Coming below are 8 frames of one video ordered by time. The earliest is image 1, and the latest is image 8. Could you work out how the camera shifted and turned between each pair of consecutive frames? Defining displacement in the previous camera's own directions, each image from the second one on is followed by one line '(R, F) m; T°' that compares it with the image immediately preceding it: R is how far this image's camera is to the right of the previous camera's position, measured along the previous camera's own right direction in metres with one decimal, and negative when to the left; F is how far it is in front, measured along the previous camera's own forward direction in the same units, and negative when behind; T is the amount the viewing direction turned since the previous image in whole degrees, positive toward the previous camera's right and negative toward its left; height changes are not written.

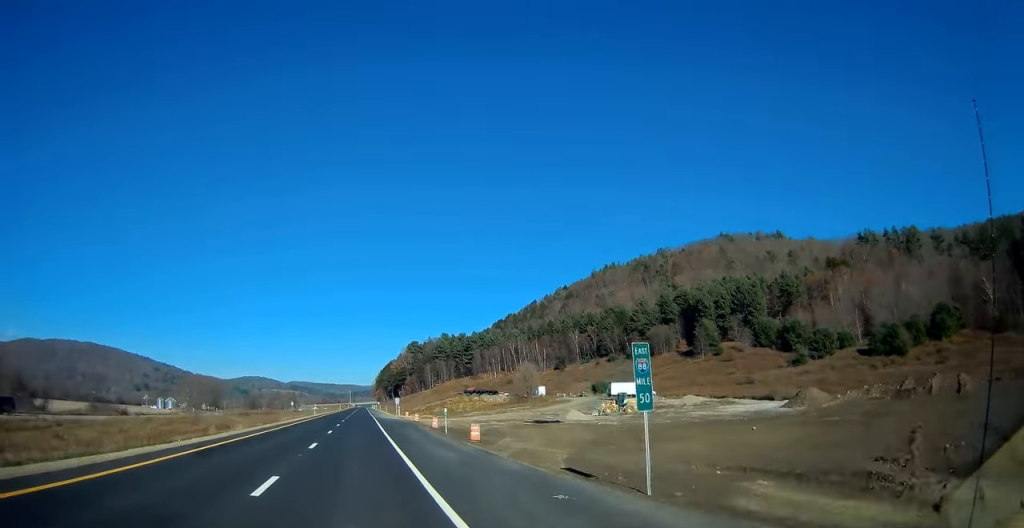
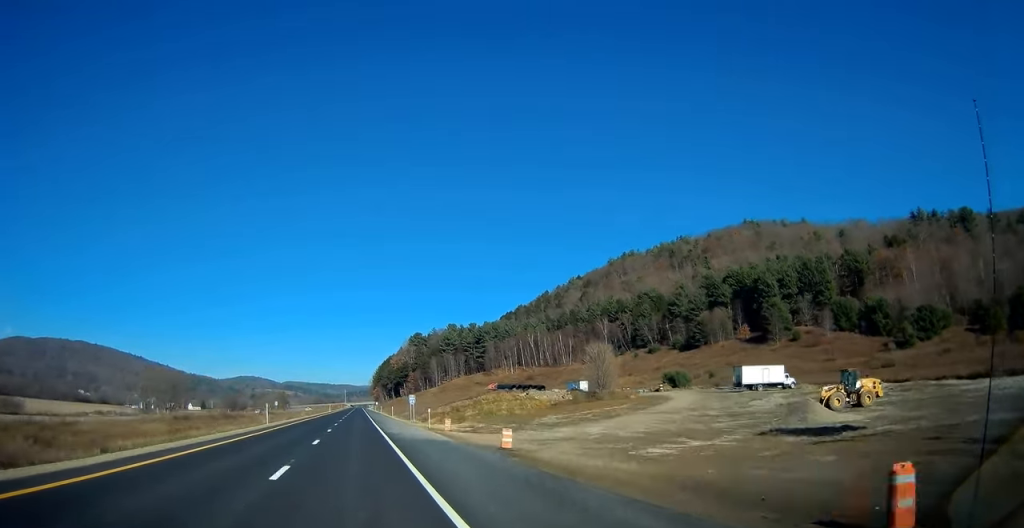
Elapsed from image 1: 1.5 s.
(+0.1, +46.6) m; 0°
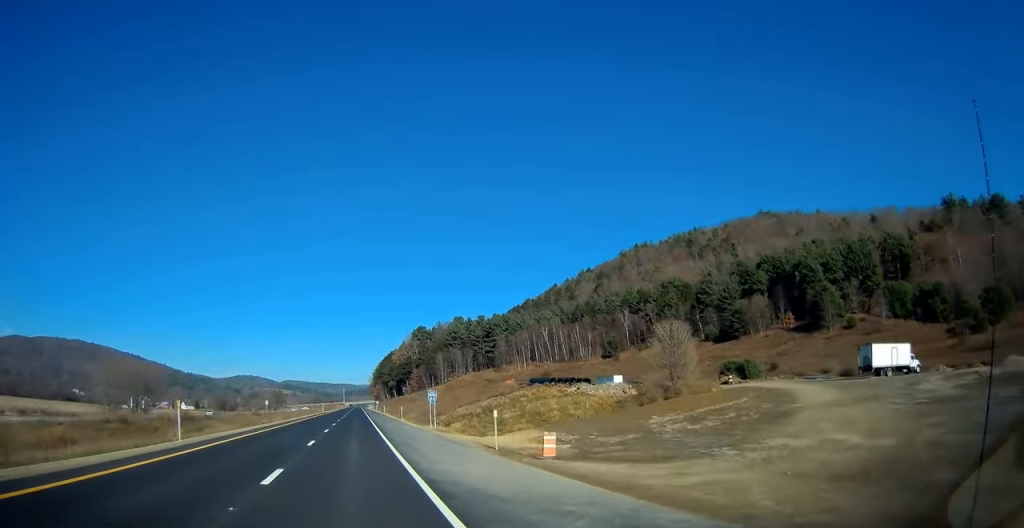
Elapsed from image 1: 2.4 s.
(+0.2, +25.4) m; 0°
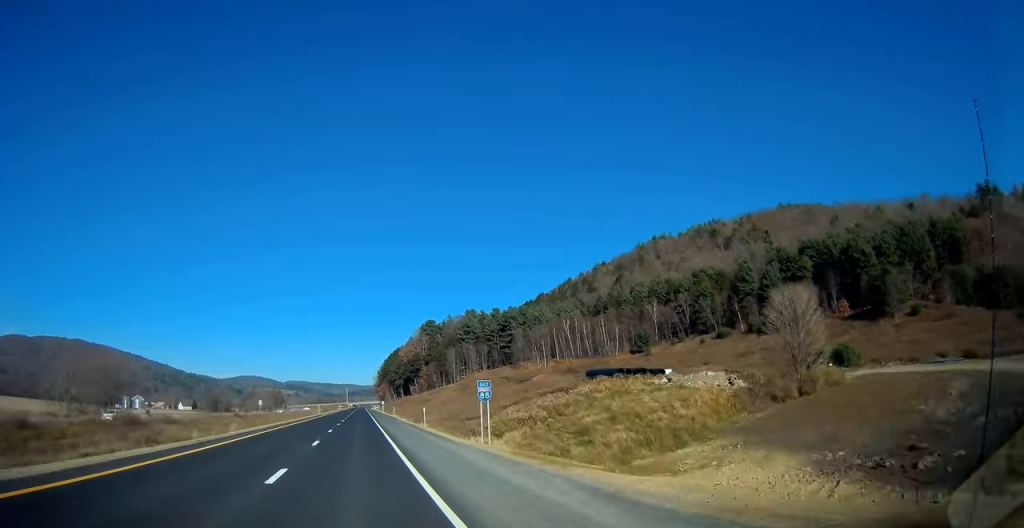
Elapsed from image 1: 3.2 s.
(-0.3, +24.3) m; 0°
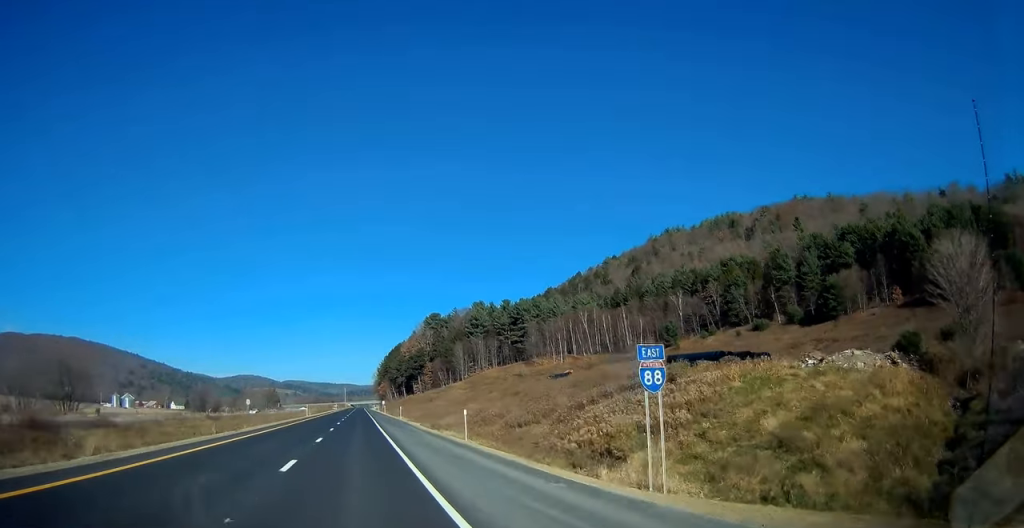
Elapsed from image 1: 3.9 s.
(+0.1, +22.2) m; 0°
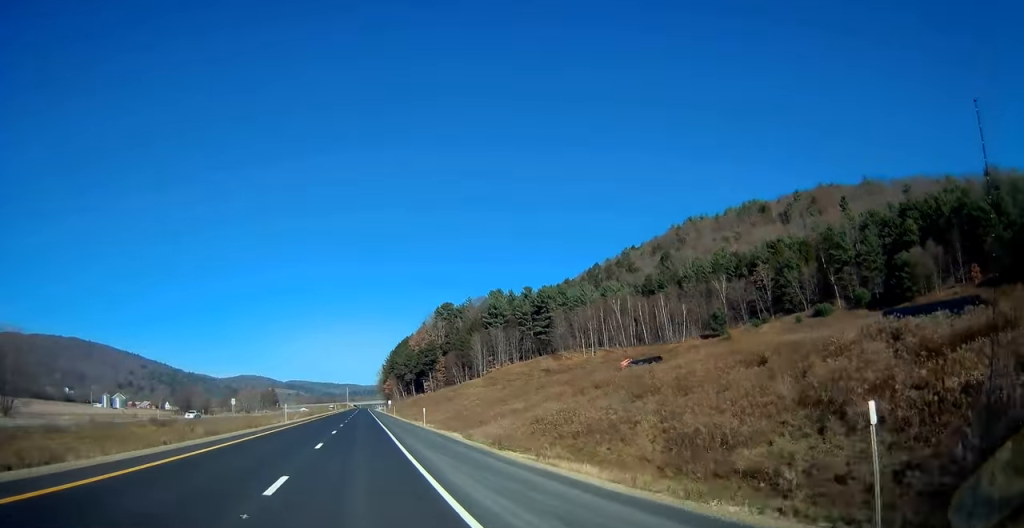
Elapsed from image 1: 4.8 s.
(+0.1, +28.3) m; 0°
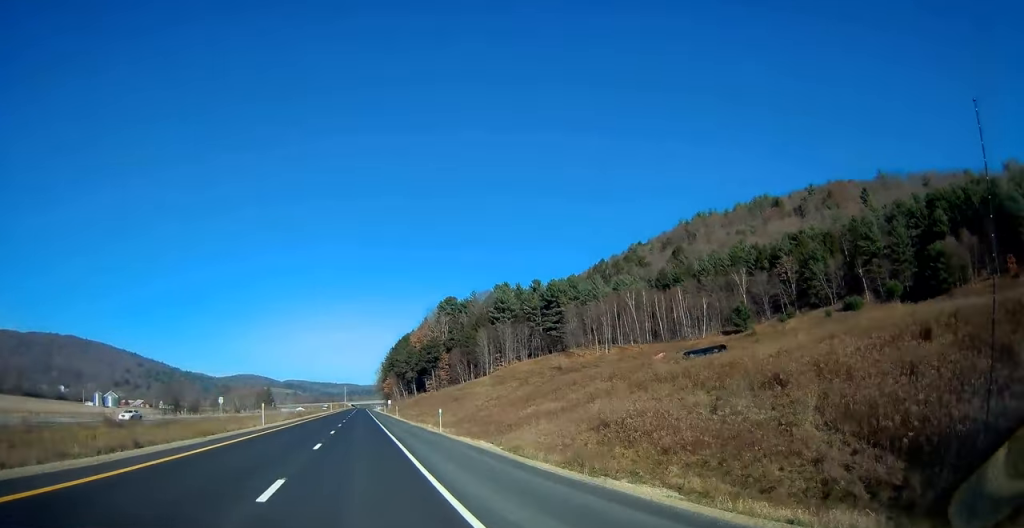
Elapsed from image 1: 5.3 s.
(0.0, +13.1) m; 0°
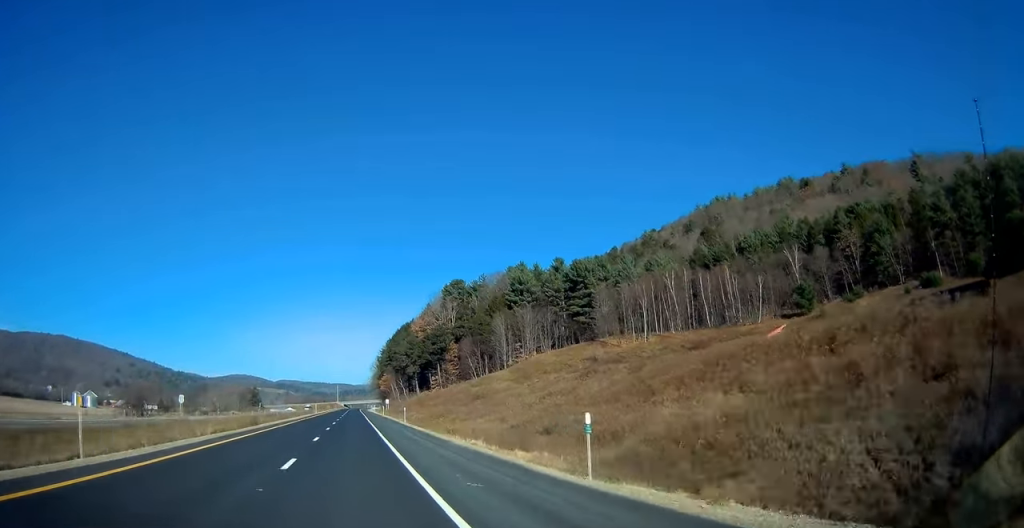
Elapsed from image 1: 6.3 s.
(0.0, +31.3) m; 0°
